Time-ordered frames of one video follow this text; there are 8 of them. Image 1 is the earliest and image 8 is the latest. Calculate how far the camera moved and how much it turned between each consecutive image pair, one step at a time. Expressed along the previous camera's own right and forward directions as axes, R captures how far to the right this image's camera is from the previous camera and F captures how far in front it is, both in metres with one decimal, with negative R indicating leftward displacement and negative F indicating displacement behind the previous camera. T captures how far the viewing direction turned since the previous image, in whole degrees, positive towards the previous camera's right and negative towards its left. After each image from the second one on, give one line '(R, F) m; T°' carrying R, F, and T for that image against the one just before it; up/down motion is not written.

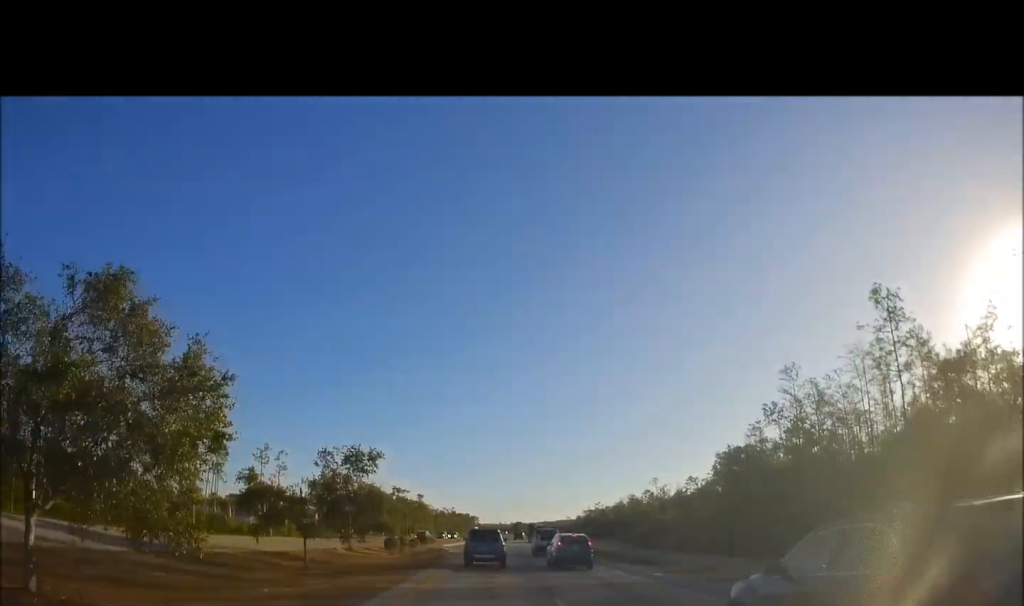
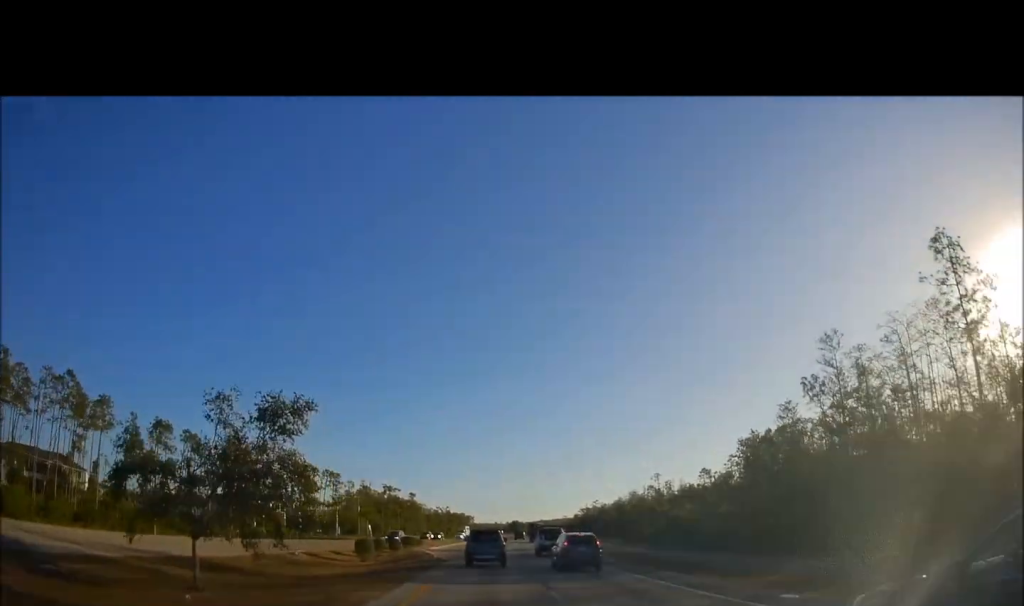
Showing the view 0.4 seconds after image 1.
(+0.1, +10.6) m; 0°
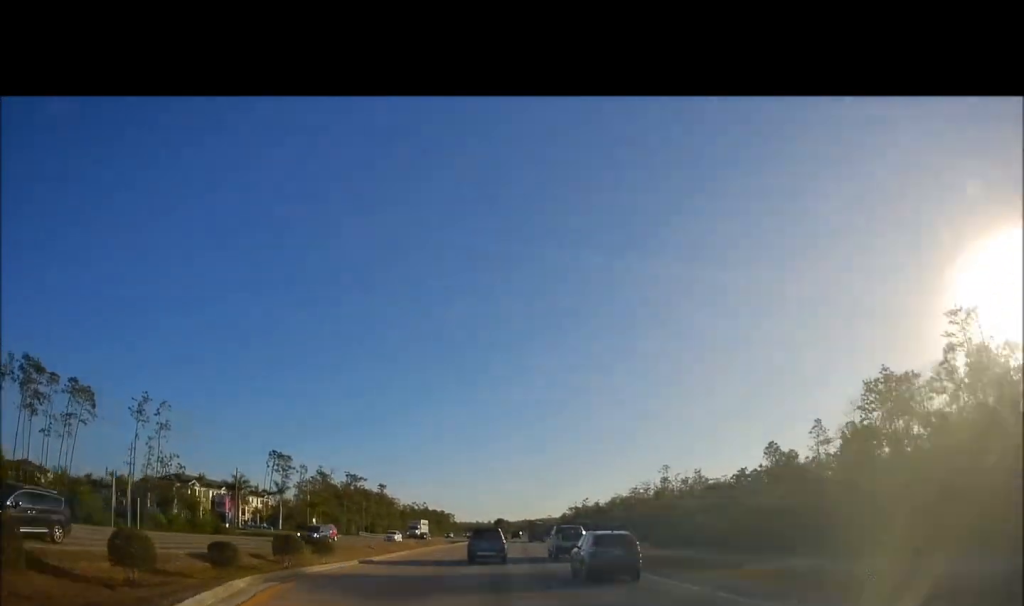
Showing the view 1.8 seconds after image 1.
(+0.3, +33.8) m; +2°
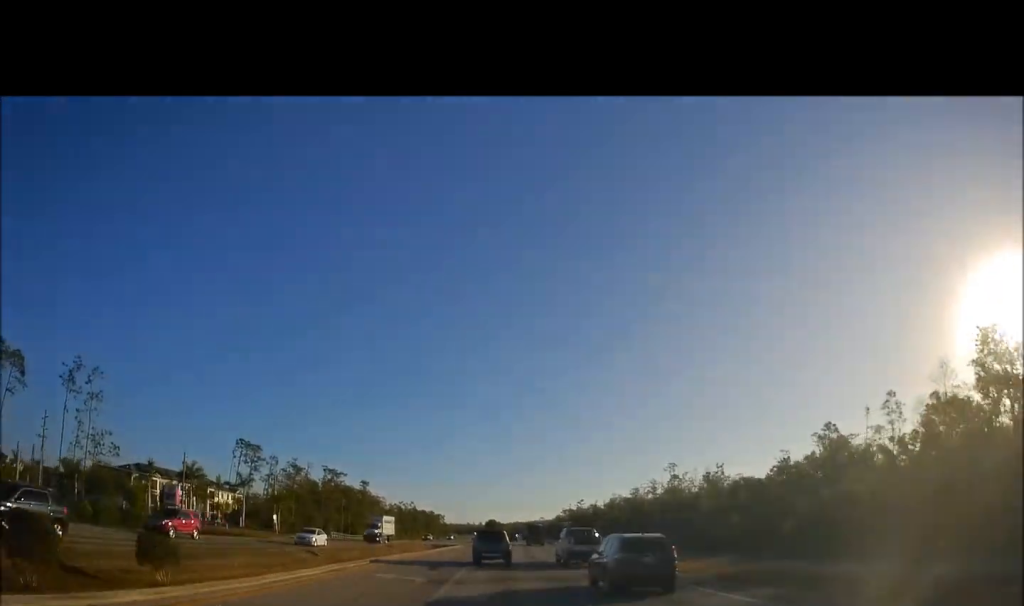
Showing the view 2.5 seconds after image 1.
(+0.1, +16.7) m; +1°
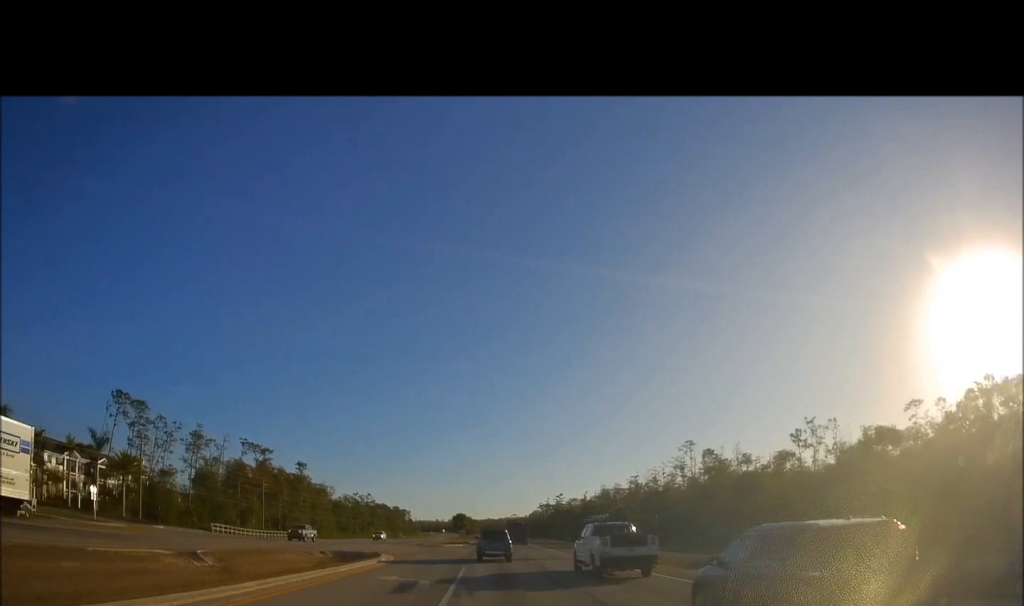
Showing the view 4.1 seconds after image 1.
(+1.6, +41.6) m; +3°
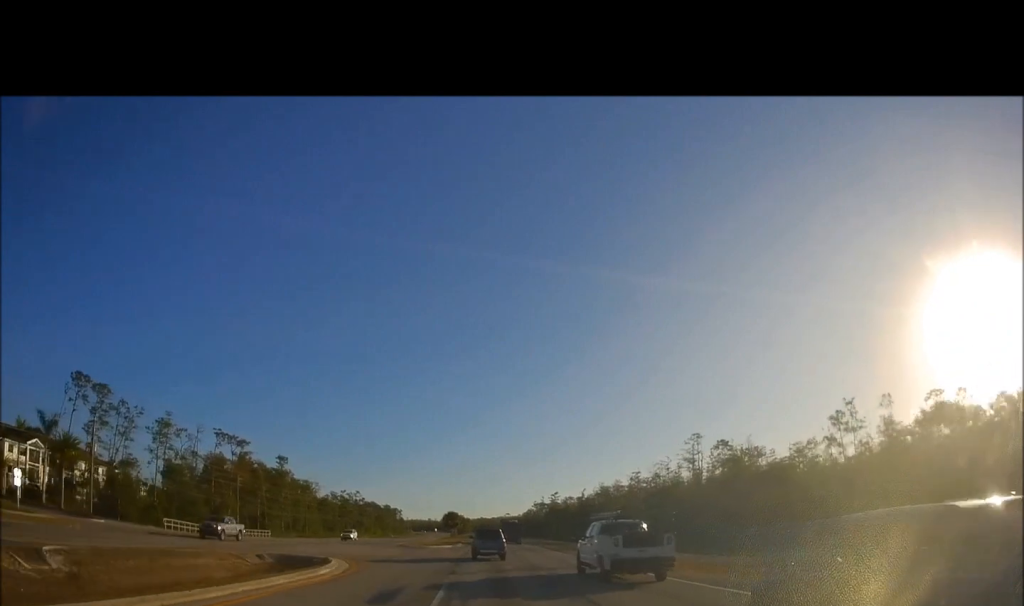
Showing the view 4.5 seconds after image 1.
(+0.1, +10.3) m; 0°
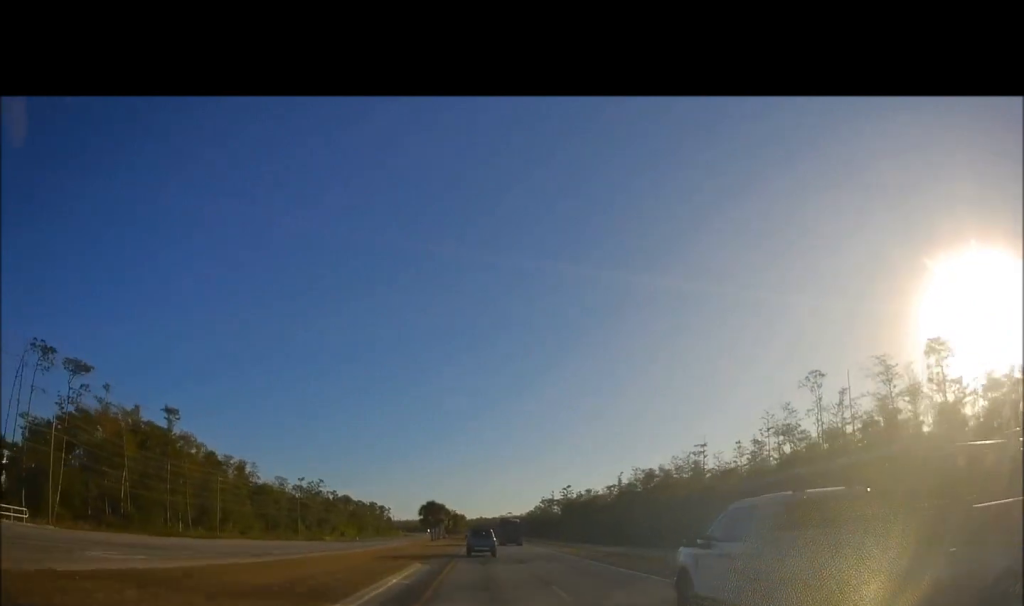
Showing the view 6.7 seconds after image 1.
(+0.8, +55.9) m; +2°
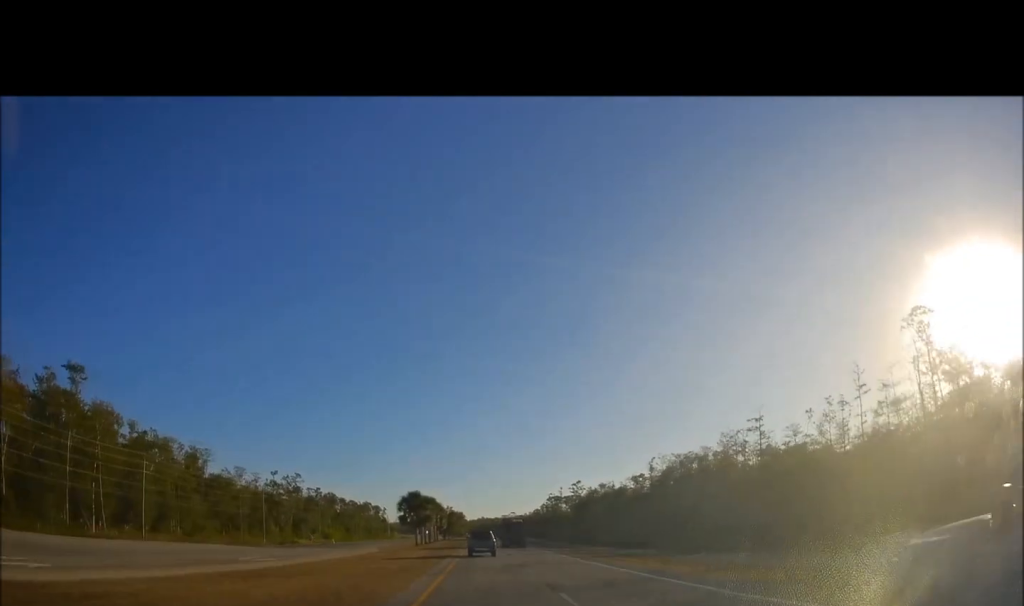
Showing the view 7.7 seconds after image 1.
(0.0, +26.5) m; +1°
